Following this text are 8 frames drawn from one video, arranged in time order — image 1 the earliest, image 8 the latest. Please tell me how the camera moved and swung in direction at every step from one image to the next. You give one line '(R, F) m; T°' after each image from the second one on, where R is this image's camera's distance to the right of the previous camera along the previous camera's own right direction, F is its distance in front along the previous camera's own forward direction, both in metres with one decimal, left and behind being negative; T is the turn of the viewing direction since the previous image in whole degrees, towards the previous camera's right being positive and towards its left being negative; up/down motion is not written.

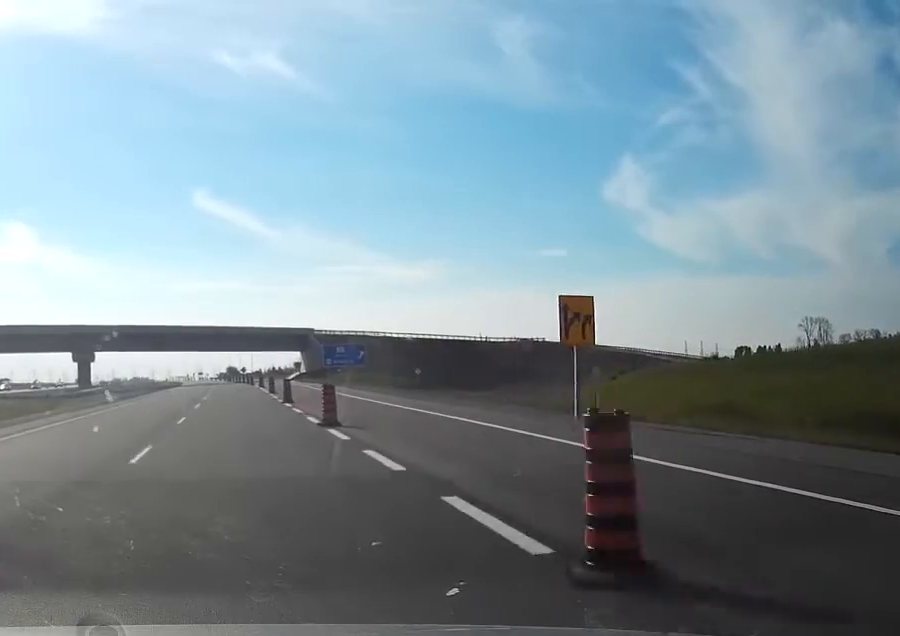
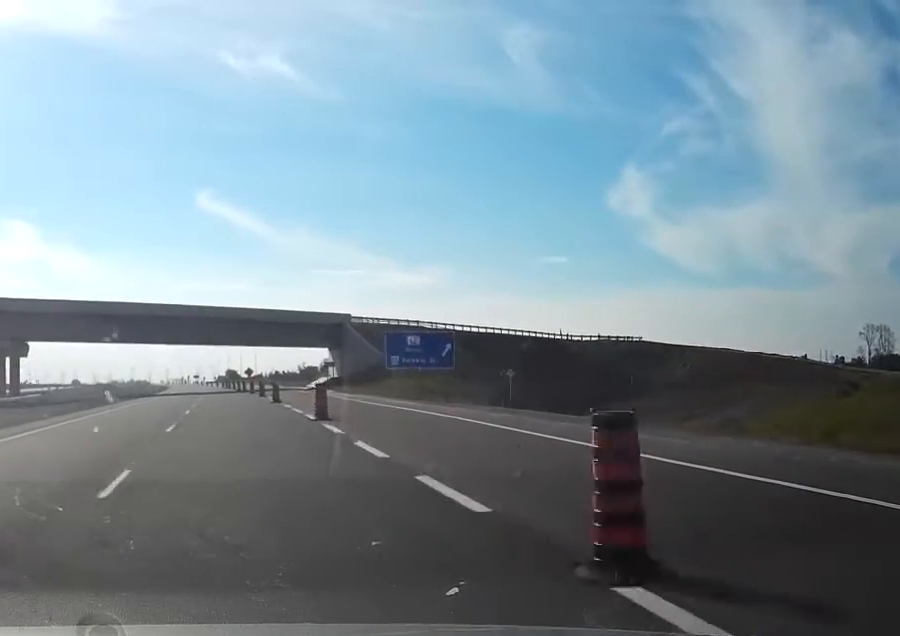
(-0.1, +51.4) m; 0°
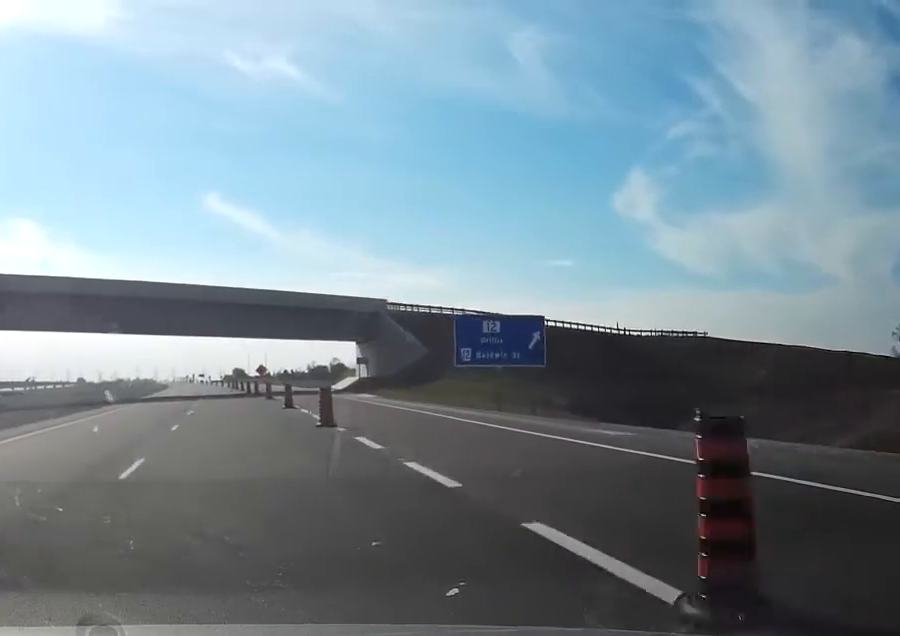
(-0.1, +21.7) m; 0°
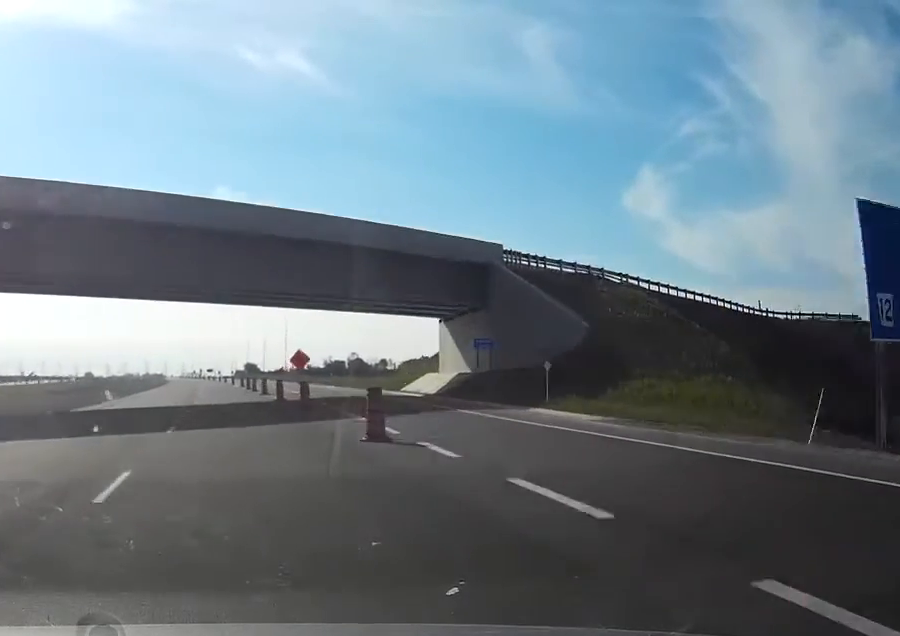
(-0.1, +38.5) m; -1°
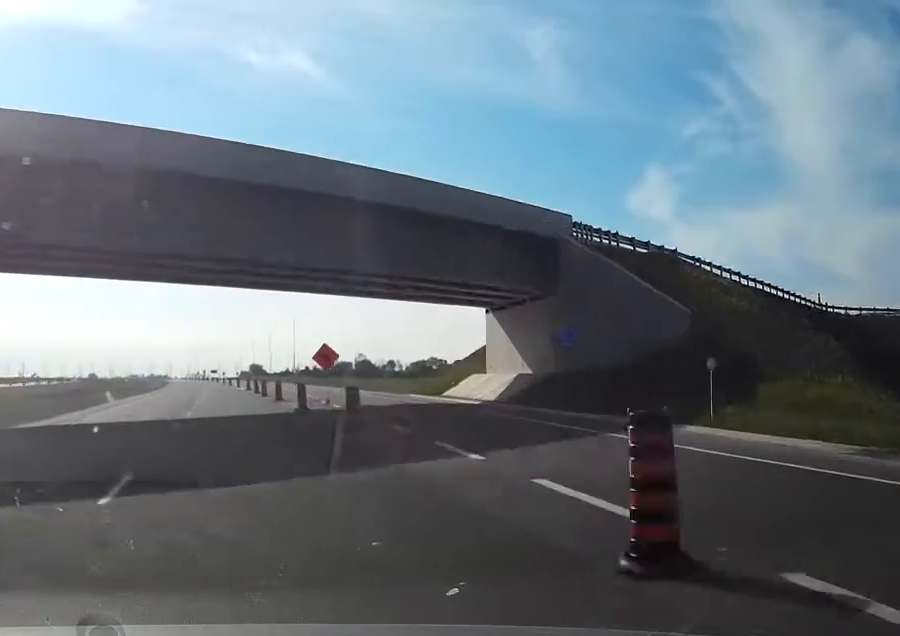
(+0.1, +11.9) m; 0°
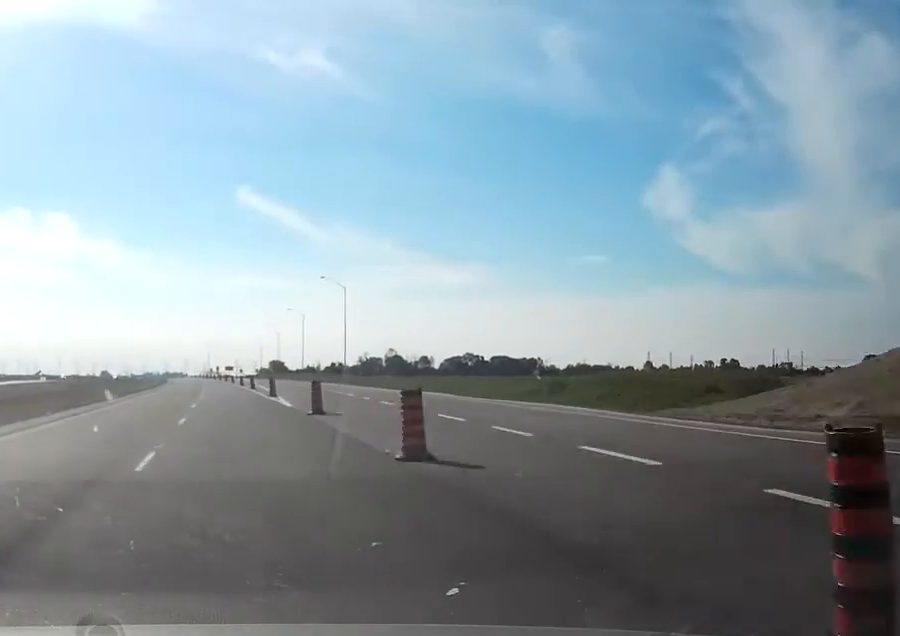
(-0.6, +56.3) m; -1°
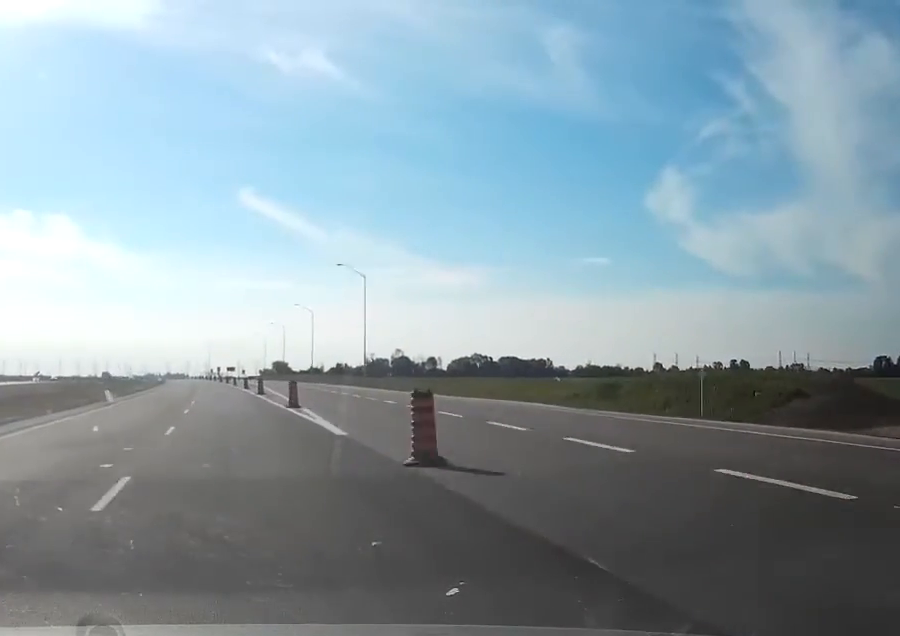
(-0.1, +15.8) m; 0°
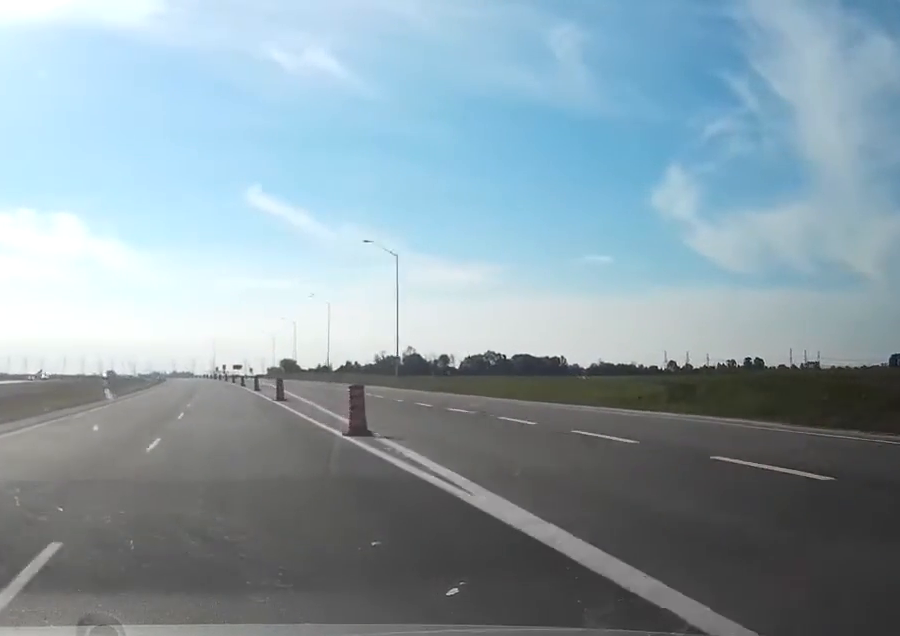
(0.0, +16.7) m; -1°
